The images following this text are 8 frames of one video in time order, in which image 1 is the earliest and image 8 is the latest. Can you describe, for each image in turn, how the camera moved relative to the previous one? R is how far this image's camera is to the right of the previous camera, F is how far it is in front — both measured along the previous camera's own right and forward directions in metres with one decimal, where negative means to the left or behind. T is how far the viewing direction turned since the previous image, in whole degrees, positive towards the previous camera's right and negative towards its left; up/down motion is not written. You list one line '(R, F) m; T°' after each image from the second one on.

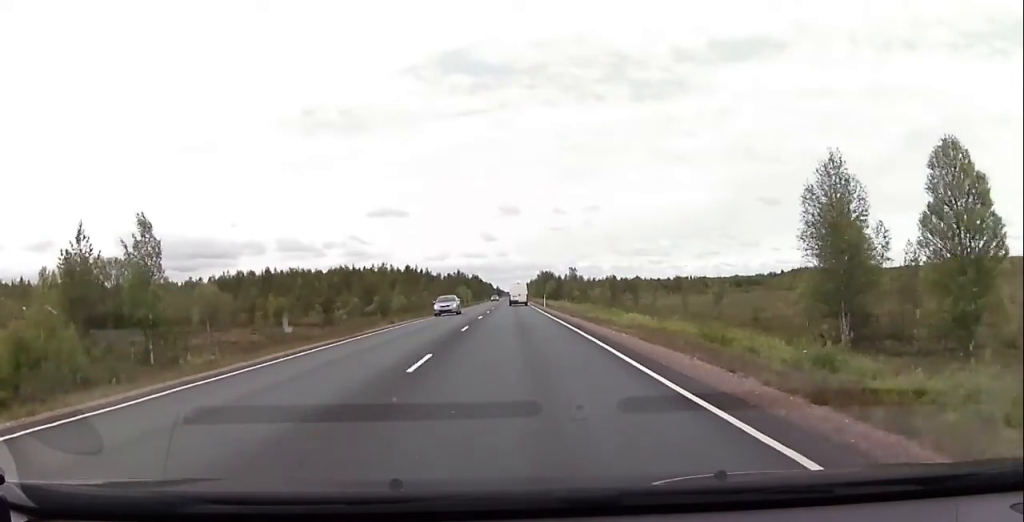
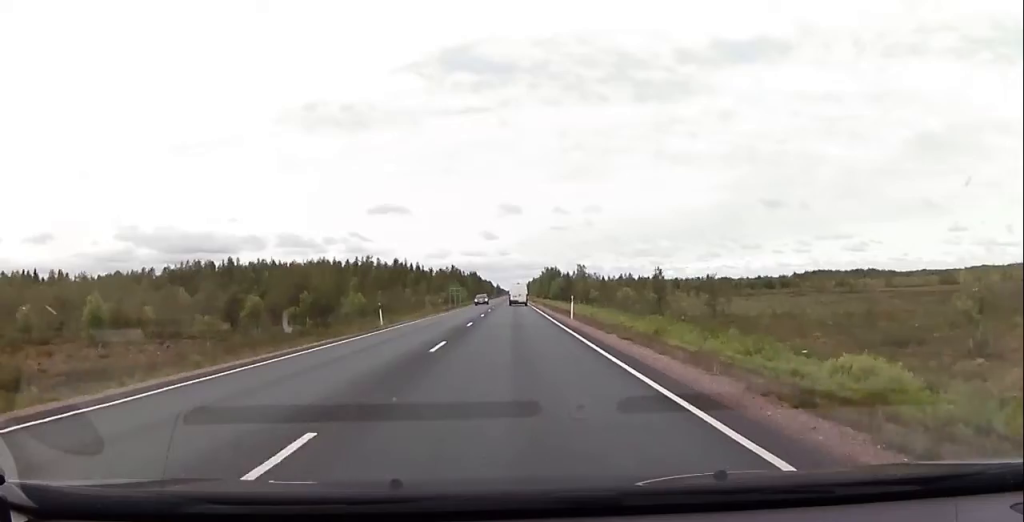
(+0.4, +31.5) m; +1°
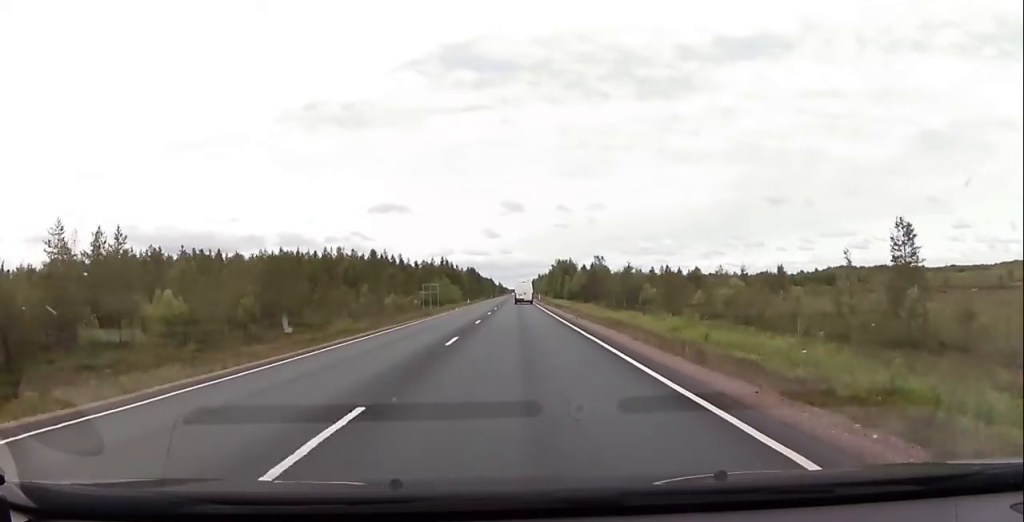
(0.0, +46.0) m; 0°
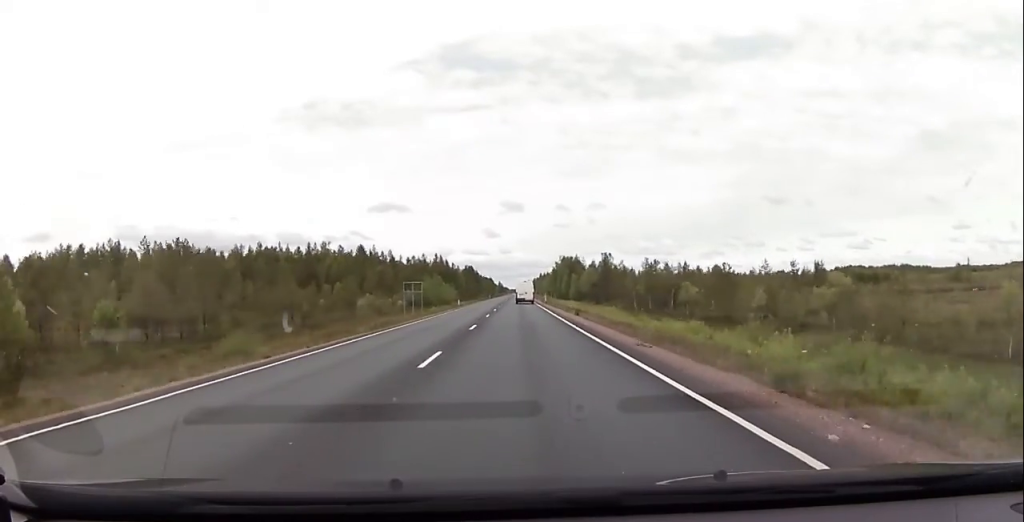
(0.0, +16.9) m; 0°
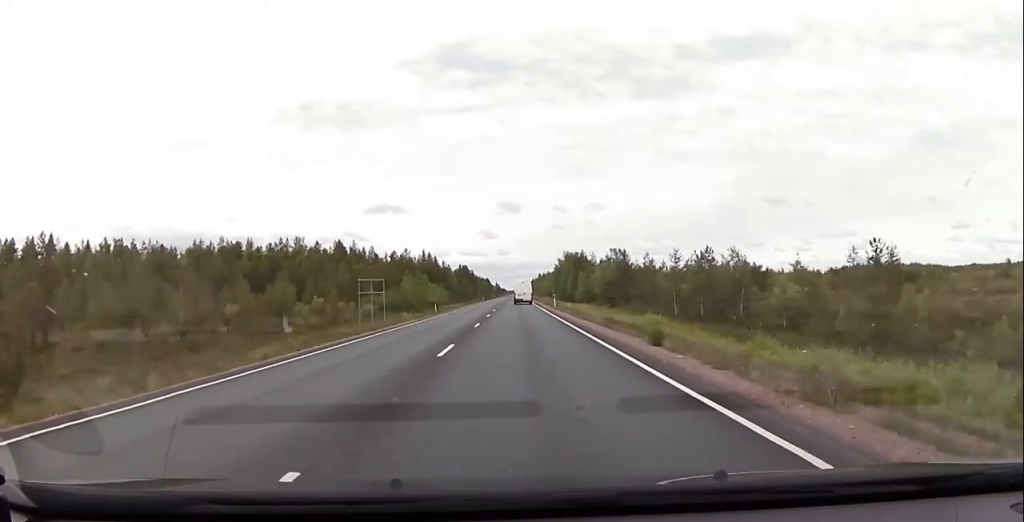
(0.0, +21.7) m; 0°
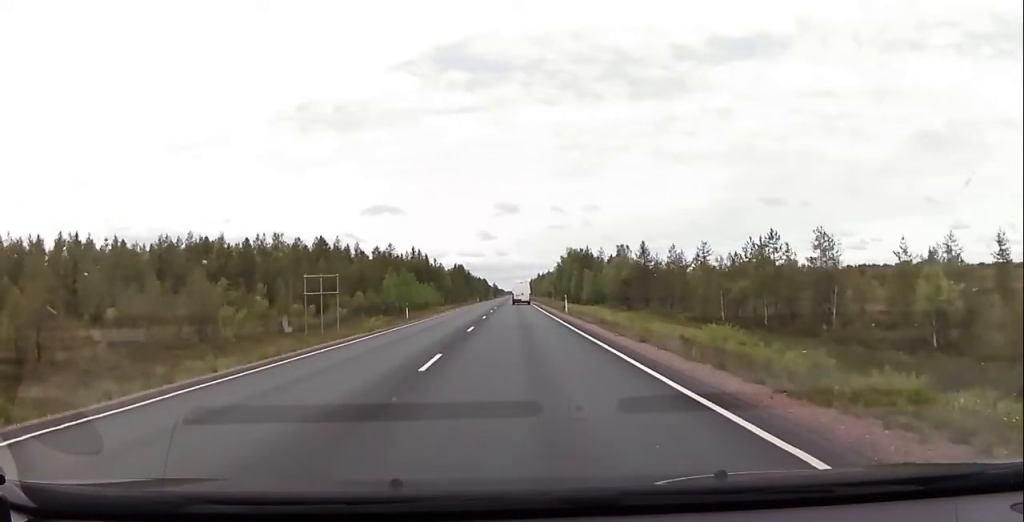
(0.0, +14.5) m; 0°
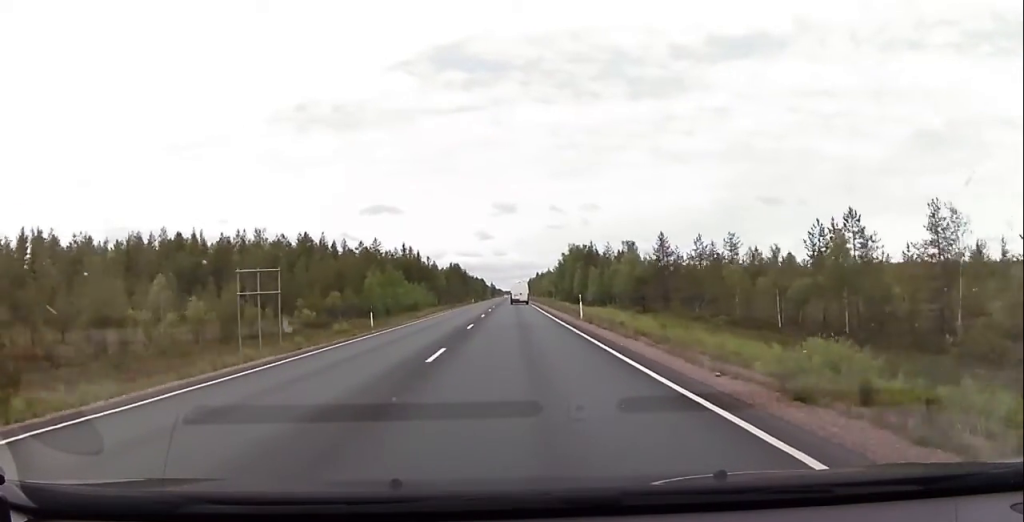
(0.0, +10.5) m; 0°
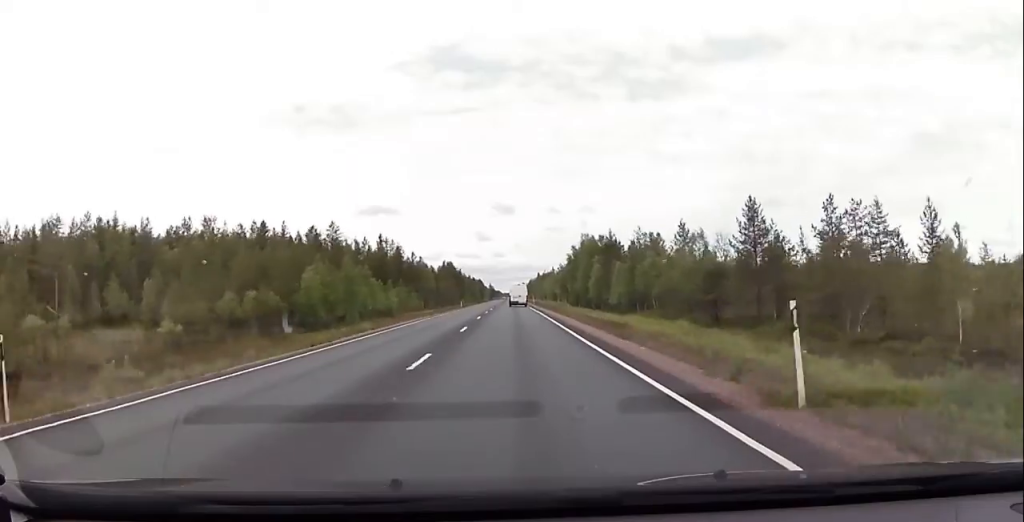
(0.0, +25.1) m; 0°
